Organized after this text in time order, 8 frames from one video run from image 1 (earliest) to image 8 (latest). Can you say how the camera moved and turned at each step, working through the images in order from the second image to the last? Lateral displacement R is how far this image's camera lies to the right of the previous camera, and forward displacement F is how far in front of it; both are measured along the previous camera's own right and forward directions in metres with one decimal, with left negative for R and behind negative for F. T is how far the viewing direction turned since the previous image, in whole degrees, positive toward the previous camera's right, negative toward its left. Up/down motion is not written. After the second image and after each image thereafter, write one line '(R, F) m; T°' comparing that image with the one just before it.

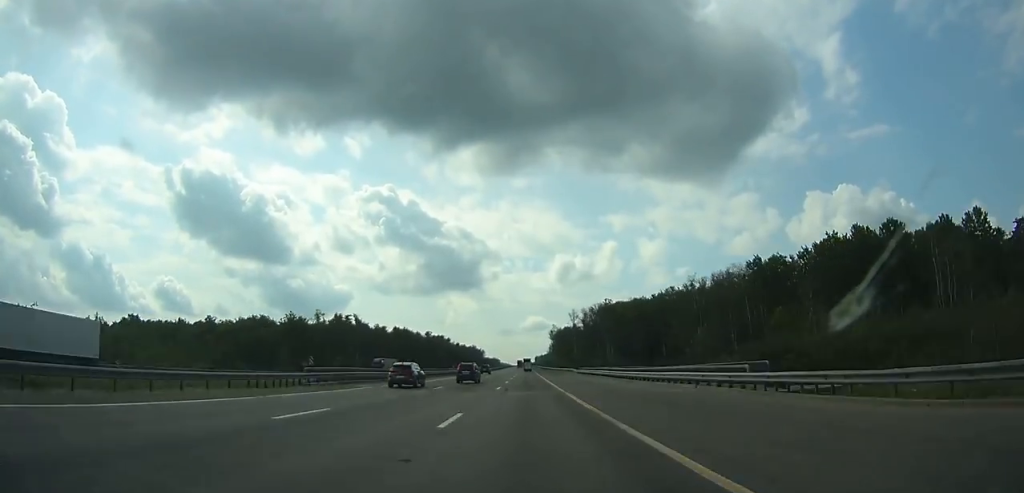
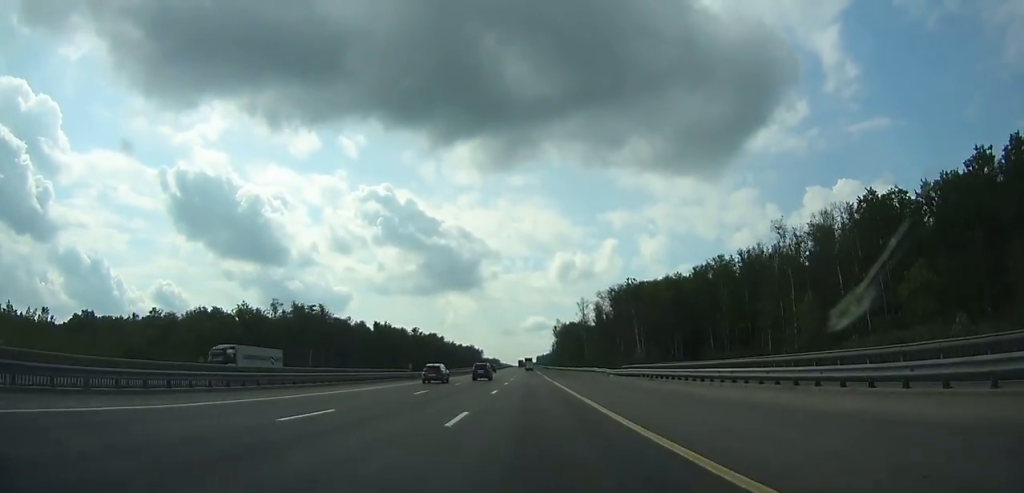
(-0.1, +41.0) m; 0°
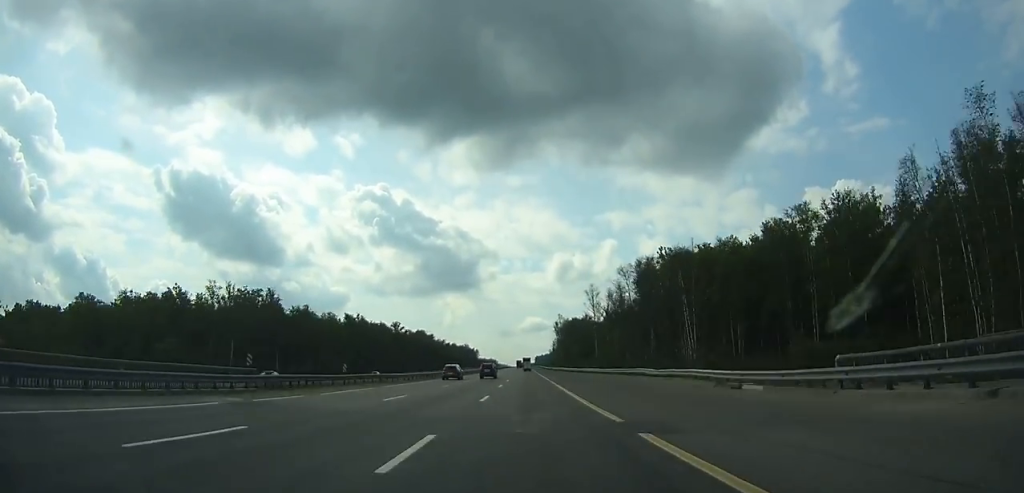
(+0.1, +37.3) m; 0°
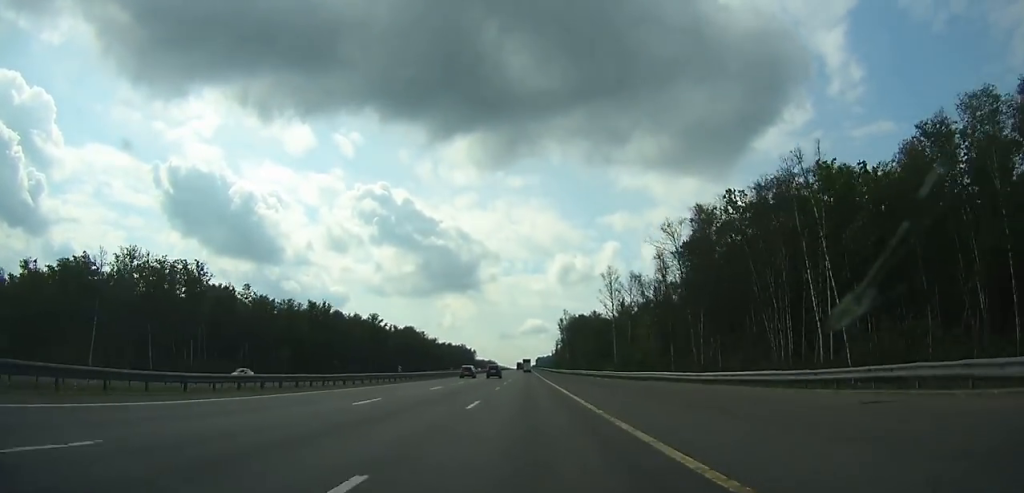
(+0.1, +36.9) m; 0°
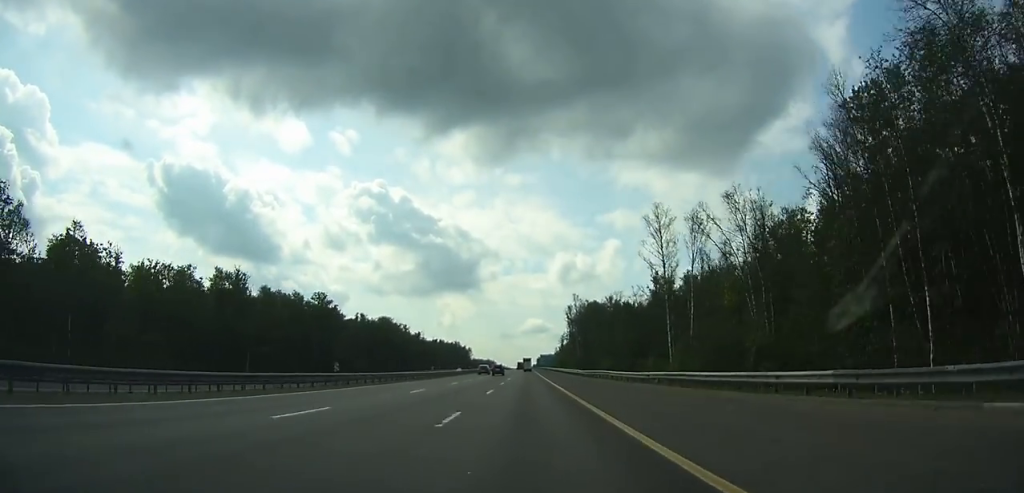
(-0.1, +54.6) m; 0°
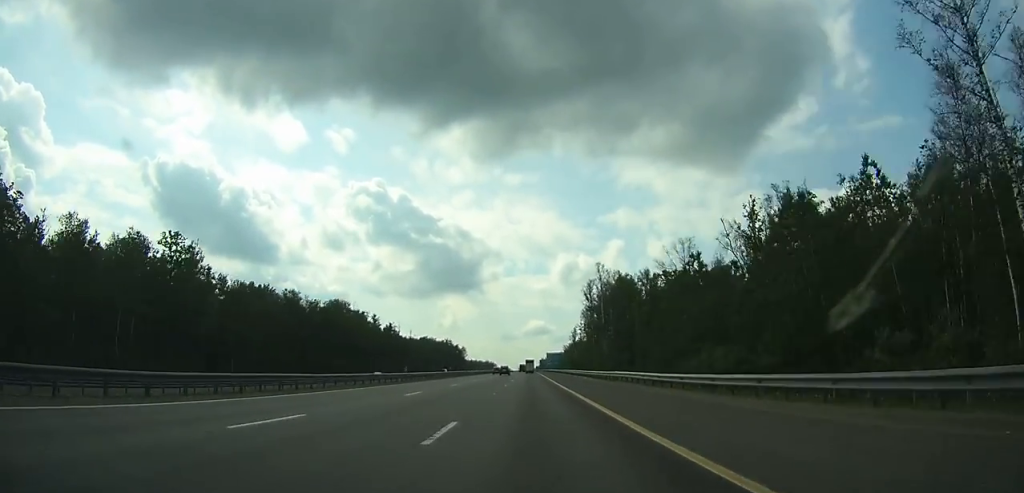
(-0.2, +67.0) m; 0°
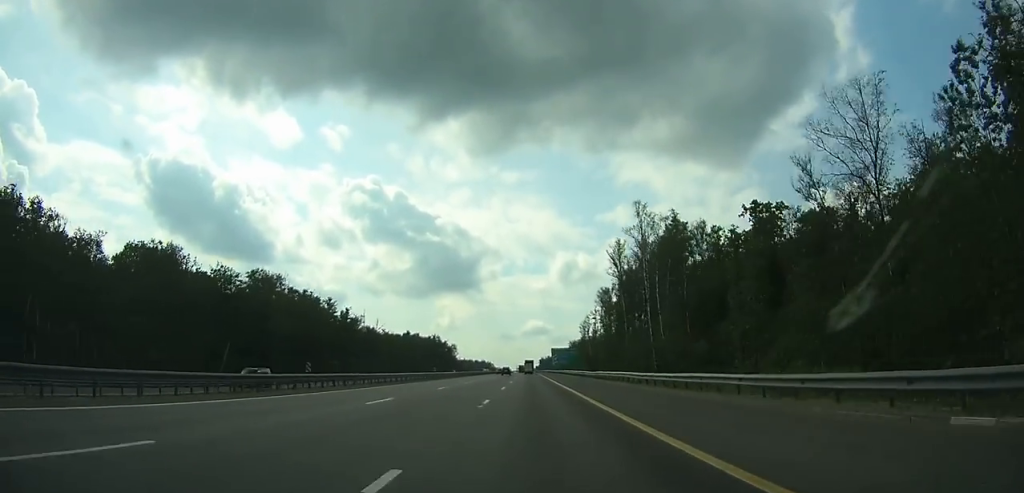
(-0.1, +53.7) m; 0°
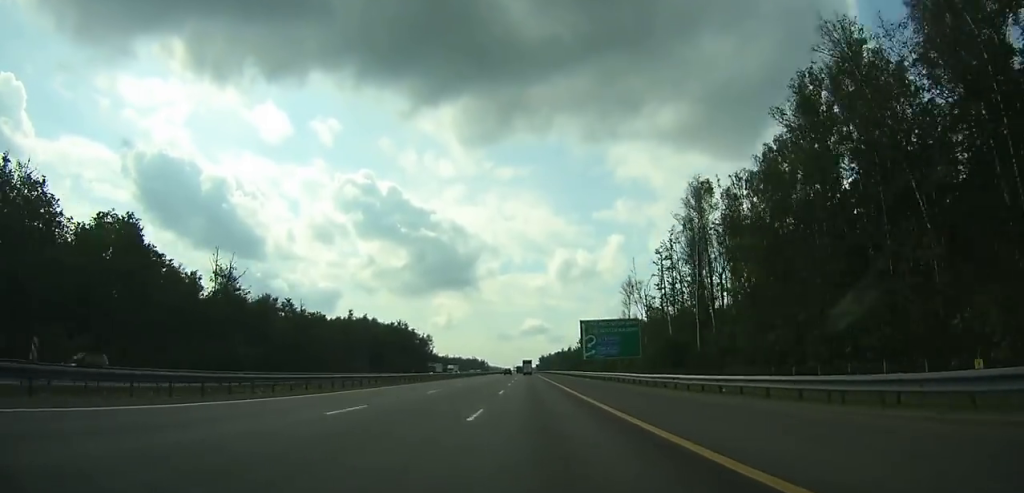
(+0.4, +98.4) m; 0°
